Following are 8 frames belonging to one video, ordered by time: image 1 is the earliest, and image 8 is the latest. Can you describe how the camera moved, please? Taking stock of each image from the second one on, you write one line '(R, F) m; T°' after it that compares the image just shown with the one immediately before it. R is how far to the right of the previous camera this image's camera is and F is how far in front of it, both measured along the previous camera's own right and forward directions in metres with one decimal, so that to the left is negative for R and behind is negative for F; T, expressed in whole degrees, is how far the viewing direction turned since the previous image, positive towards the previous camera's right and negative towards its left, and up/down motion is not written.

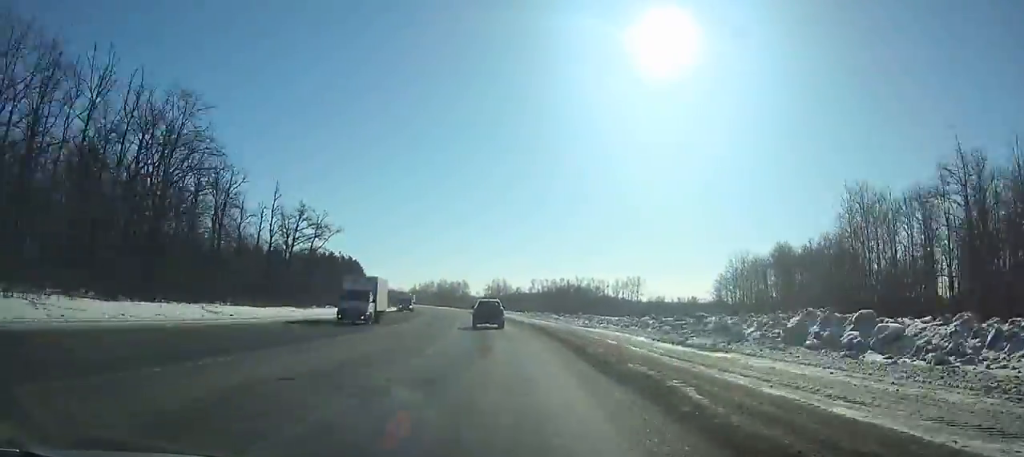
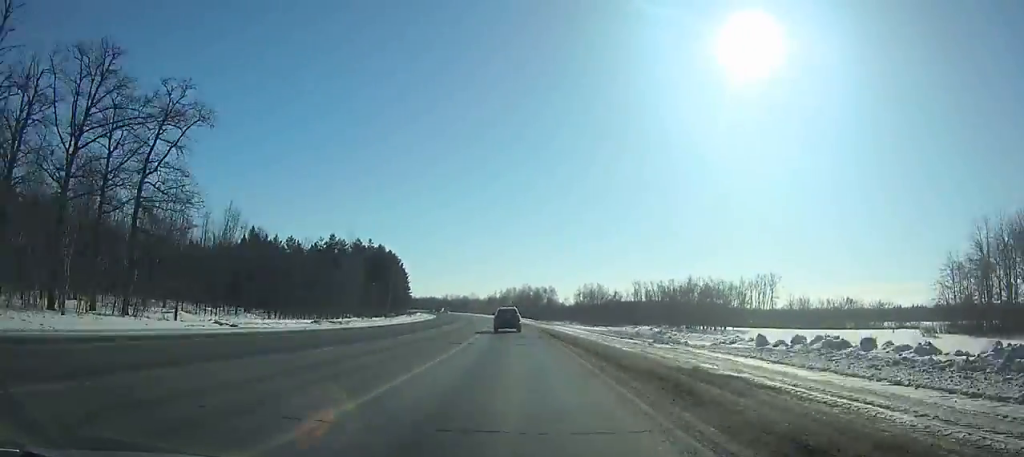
(-4.7, +65.1) m; -7°
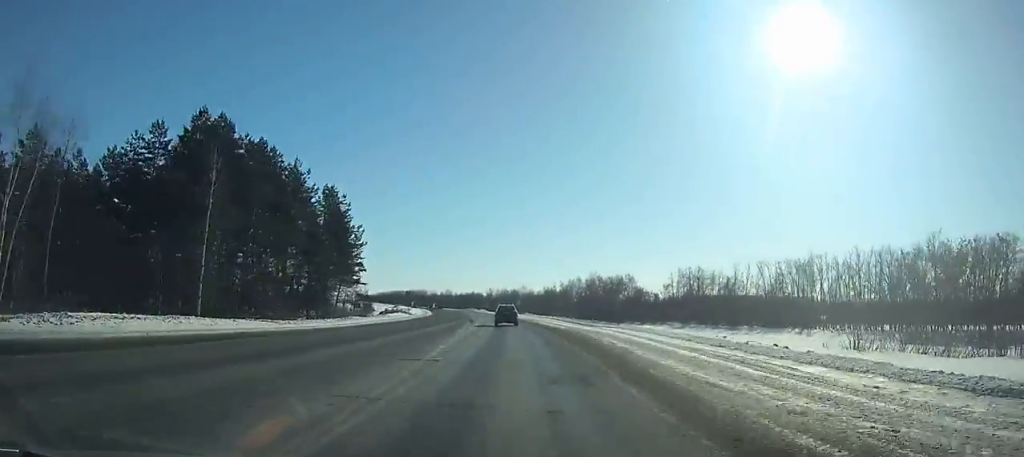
(-6.5, +97.1) m; -7°
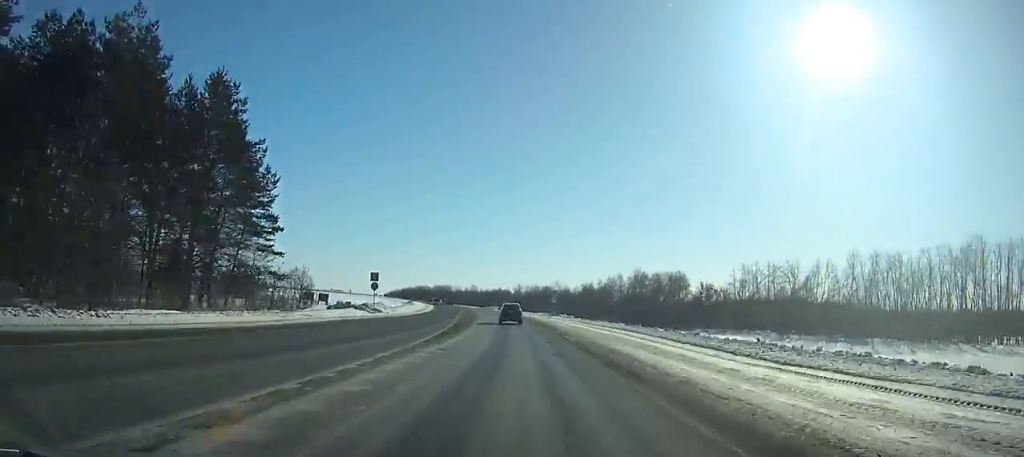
(0.0, +39.6) m; -3°
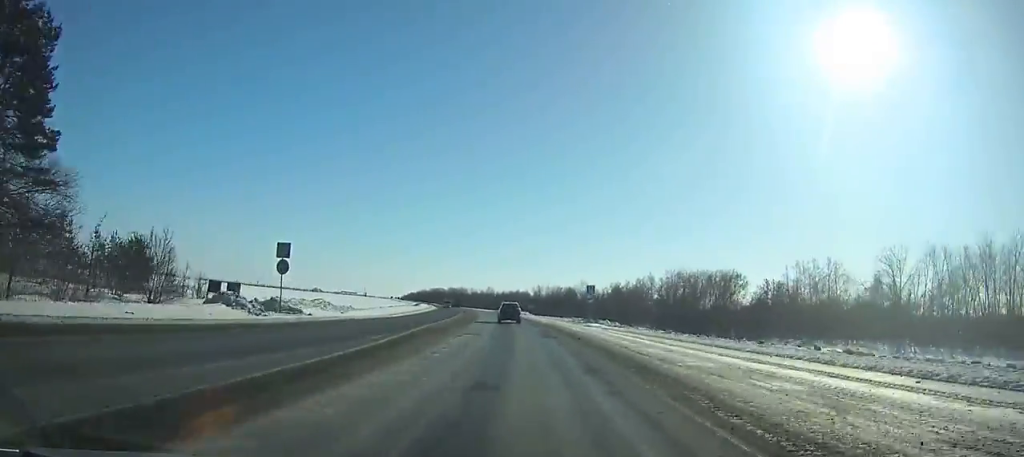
(-1.2, +28.9) m; -2°
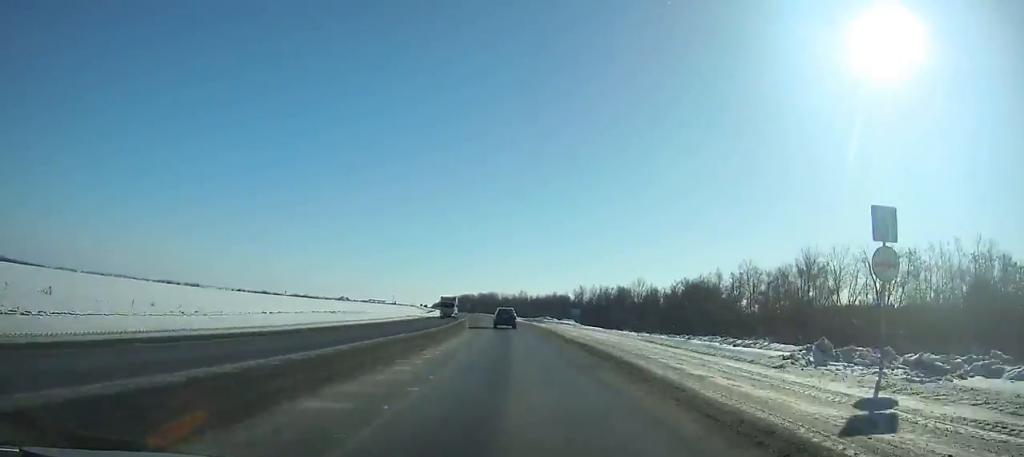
(-1.3, +49.2) m; -4°
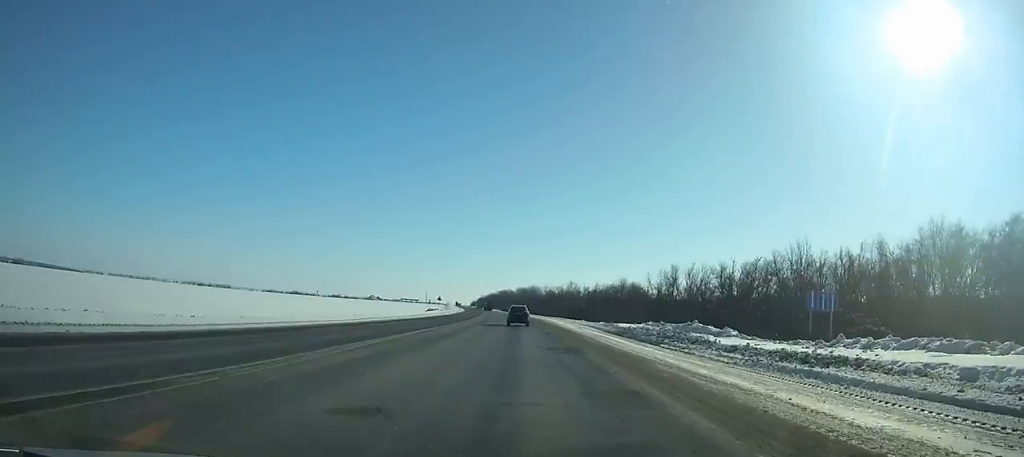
(-3.7, +79.5) m; -4°
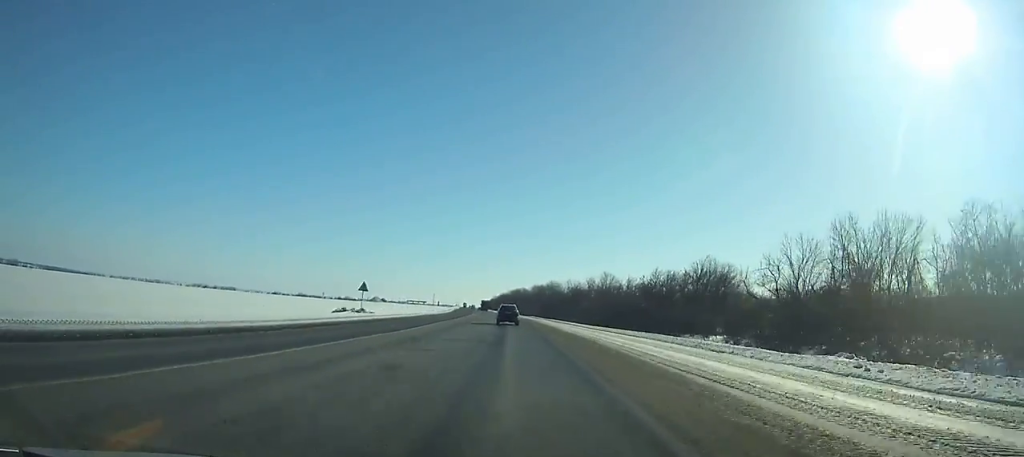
(-1.3, +66.7) m; -3°
